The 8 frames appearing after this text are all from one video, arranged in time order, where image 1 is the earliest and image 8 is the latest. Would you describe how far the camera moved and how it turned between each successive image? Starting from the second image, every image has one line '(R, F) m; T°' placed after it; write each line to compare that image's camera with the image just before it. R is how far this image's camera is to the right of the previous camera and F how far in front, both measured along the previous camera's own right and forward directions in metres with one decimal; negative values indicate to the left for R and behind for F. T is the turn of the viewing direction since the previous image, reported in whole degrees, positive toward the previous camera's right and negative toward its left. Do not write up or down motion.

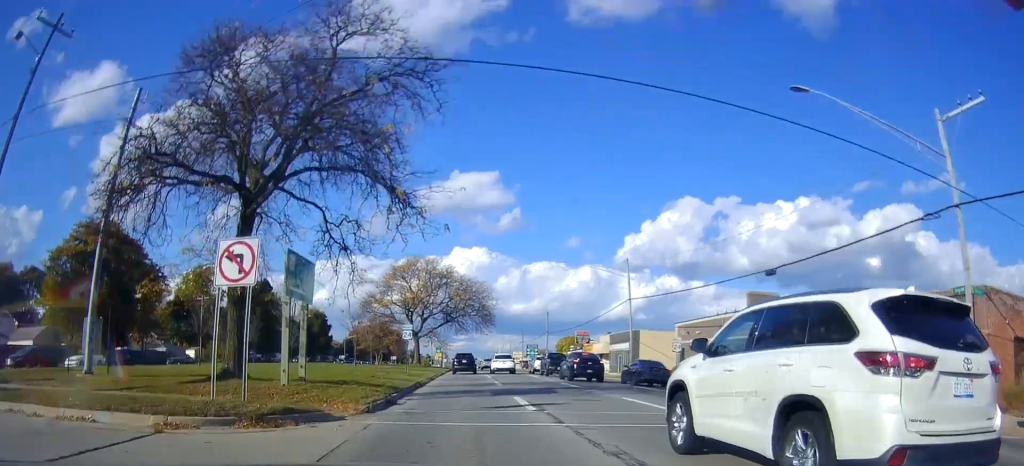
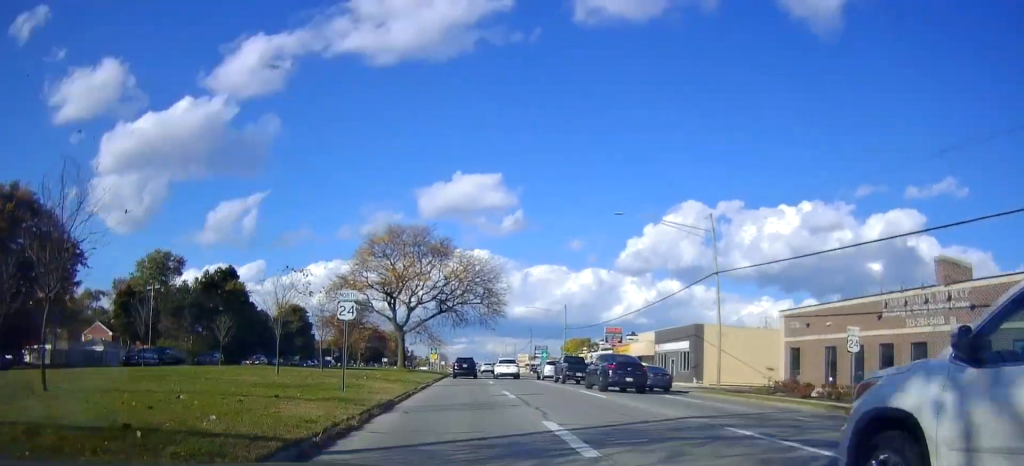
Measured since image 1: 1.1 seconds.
(+0.3, +18.1) m; 0°
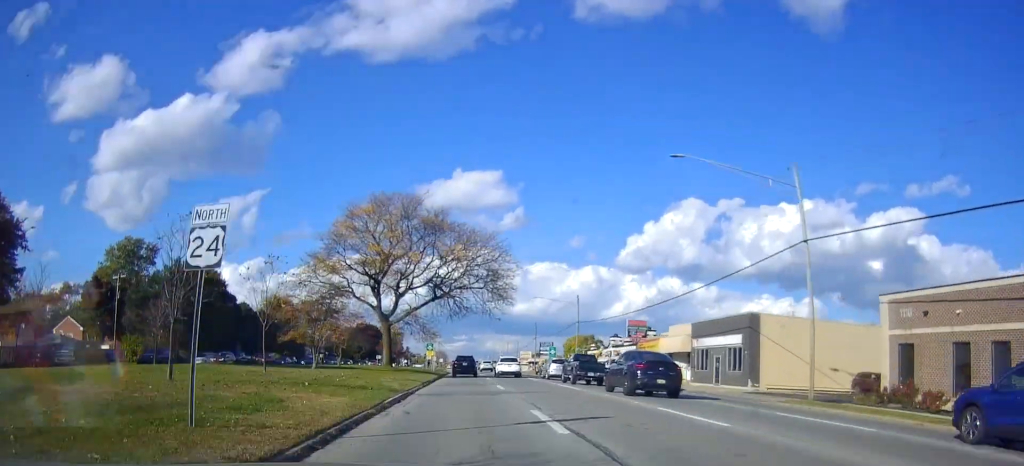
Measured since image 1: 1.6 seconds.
(-0.3, +9.6) m; 0°
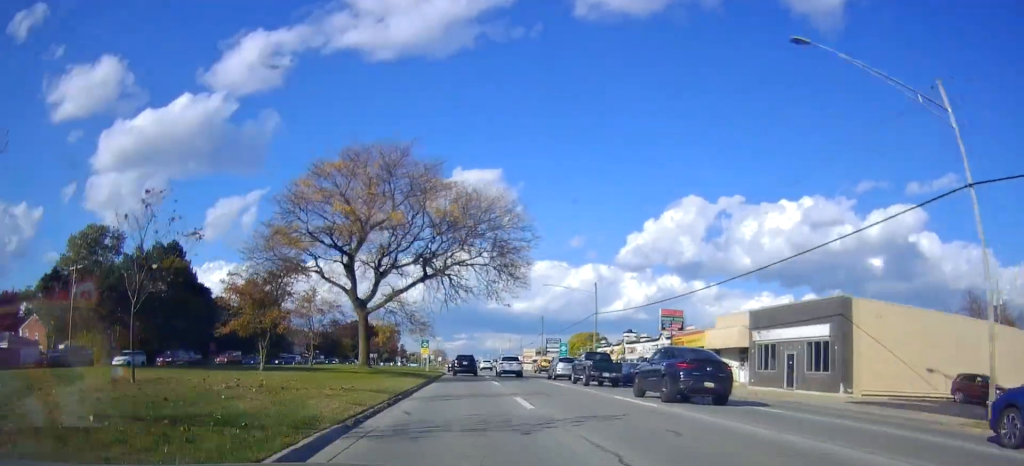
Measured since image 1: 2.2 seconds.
(+0.3, +10.0) m; +1°
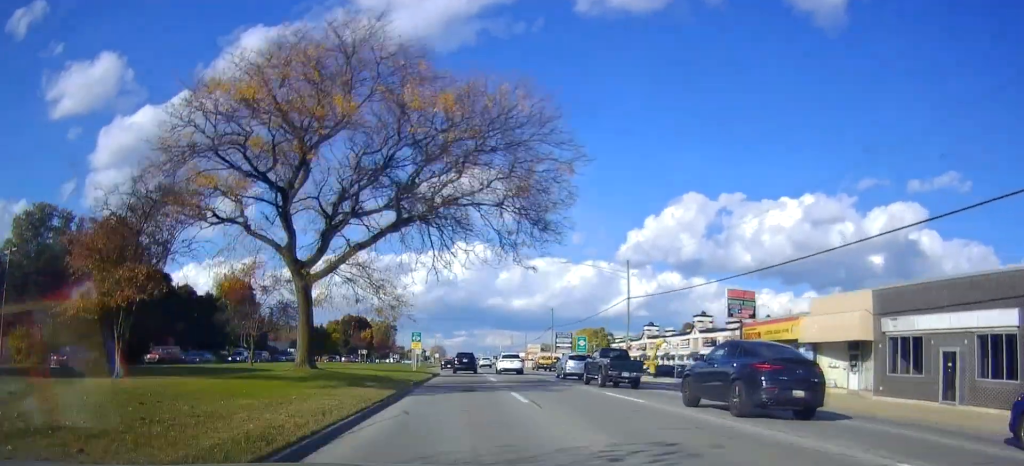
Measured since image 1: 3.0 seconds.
(+0.2, +12.5) m; +1°
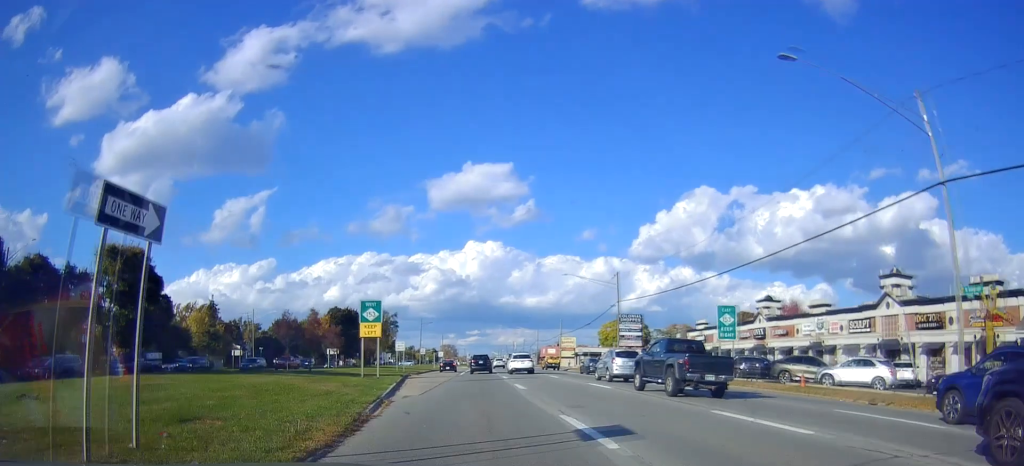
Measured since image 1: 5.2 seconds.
(0.0, +32.5) m; -1°
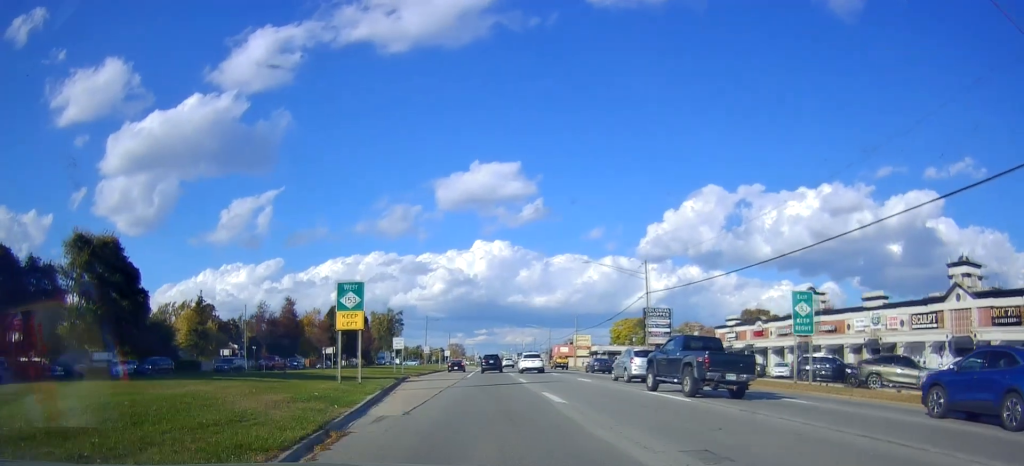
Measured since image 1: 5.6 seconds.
(+0.1, +6.3) m; -1°
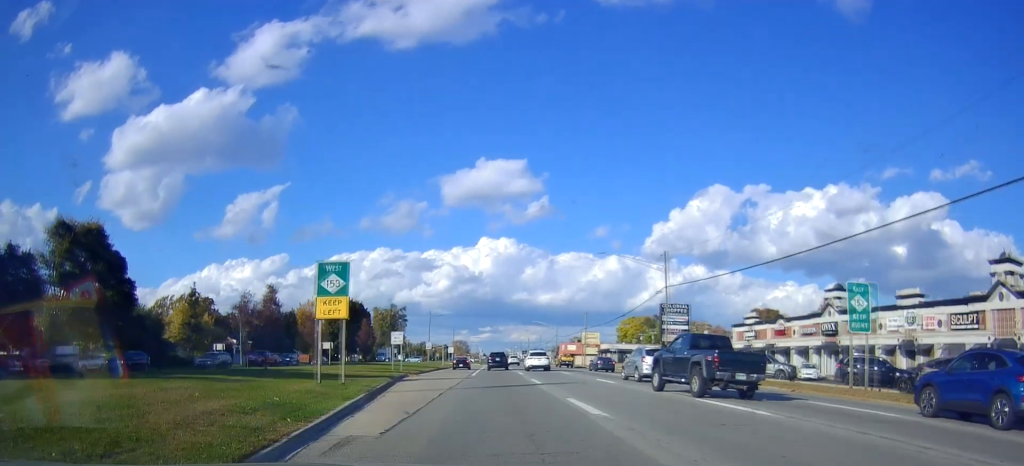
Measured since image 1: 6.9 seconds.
(-0.4, +19.2) m; -1°
